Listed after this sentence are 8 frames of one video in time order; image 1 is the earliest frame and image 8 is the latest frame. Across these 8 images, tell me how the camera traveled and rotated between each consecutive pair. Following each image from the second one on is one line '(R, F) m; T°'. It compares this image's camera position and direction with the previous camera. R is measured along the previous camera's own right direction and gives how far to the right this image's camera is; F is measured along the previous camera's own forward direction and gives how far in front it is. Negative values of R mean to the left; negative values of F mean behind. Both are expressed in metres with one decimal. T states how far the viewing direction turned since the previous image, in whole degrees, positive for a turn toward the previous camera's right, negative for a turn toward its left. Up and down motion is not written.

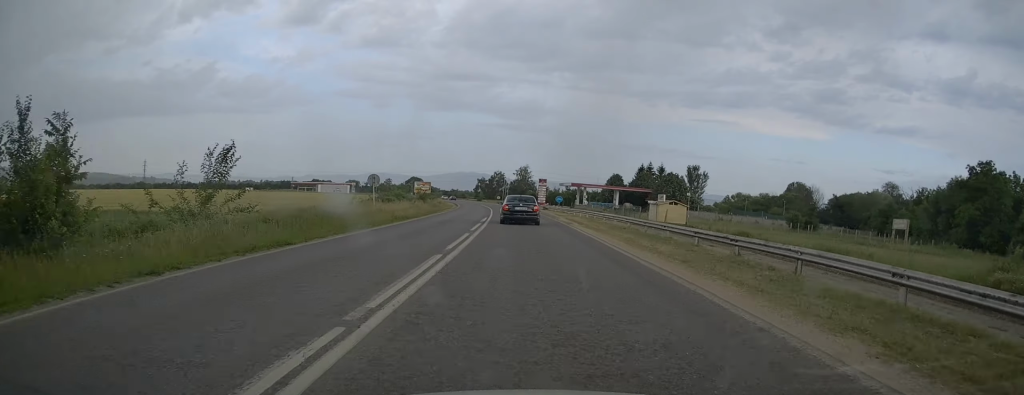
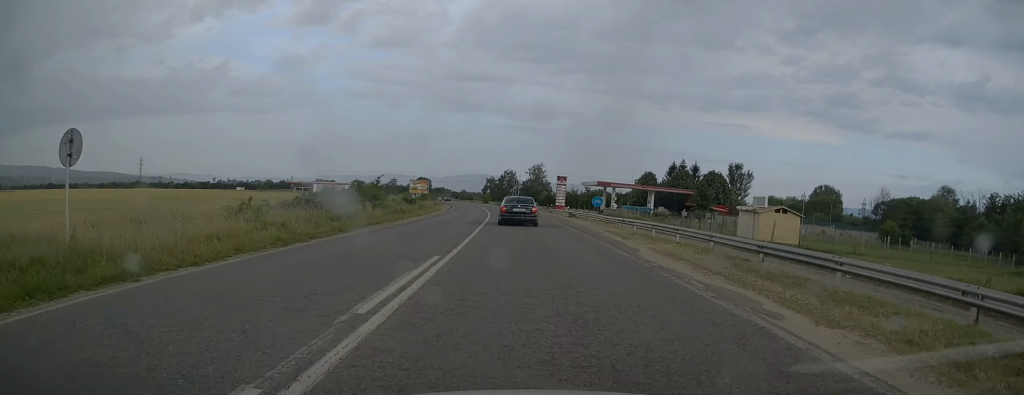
(-0.4, +24.4) m; -1°
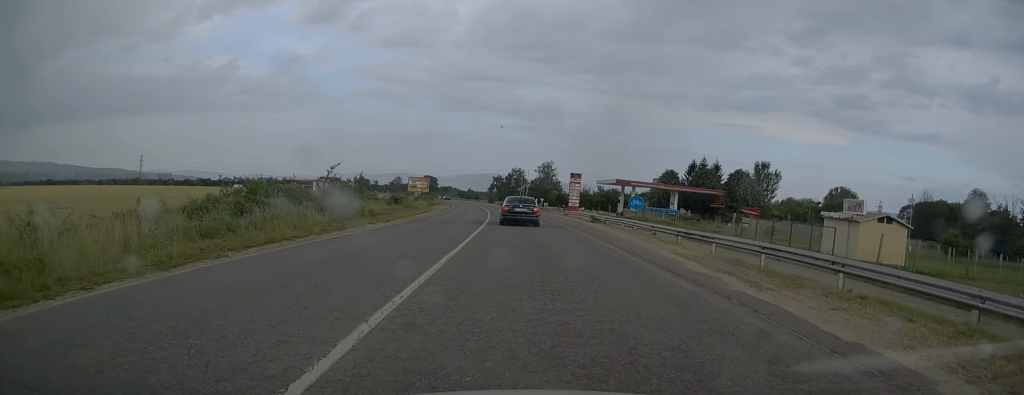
(0.0, +11.4) m; -1°
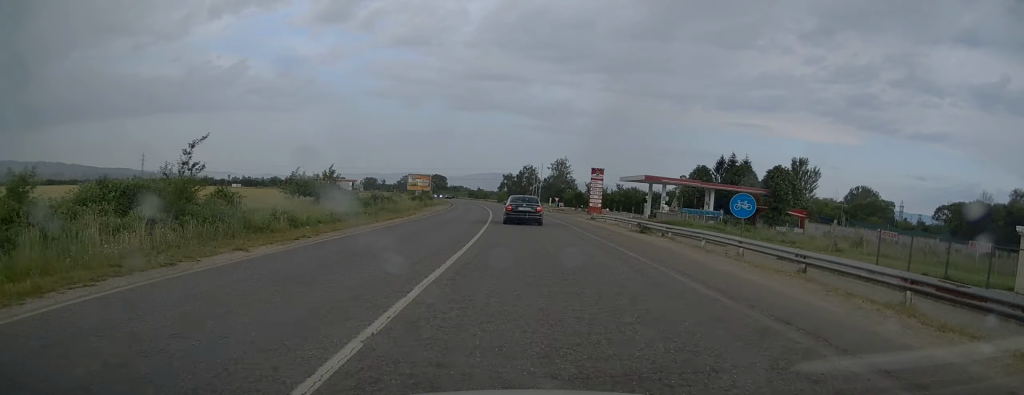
(-0.1, +13.3) m; -1°
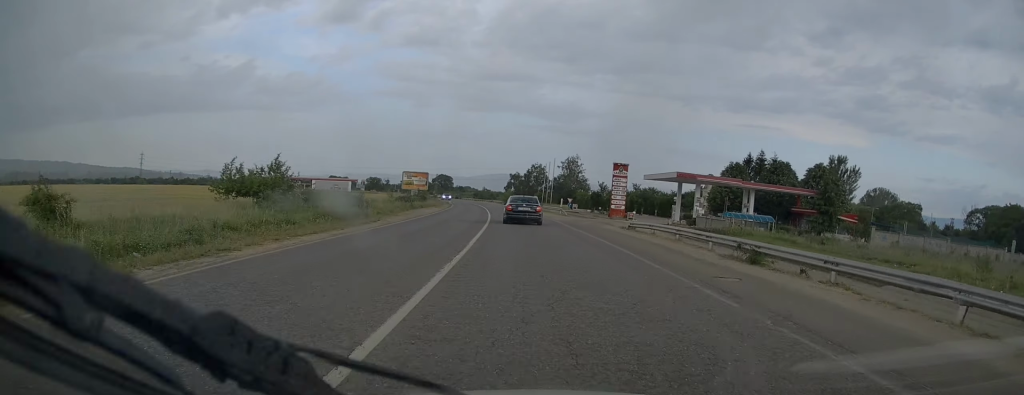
(0.0, +12.6) m; -1°
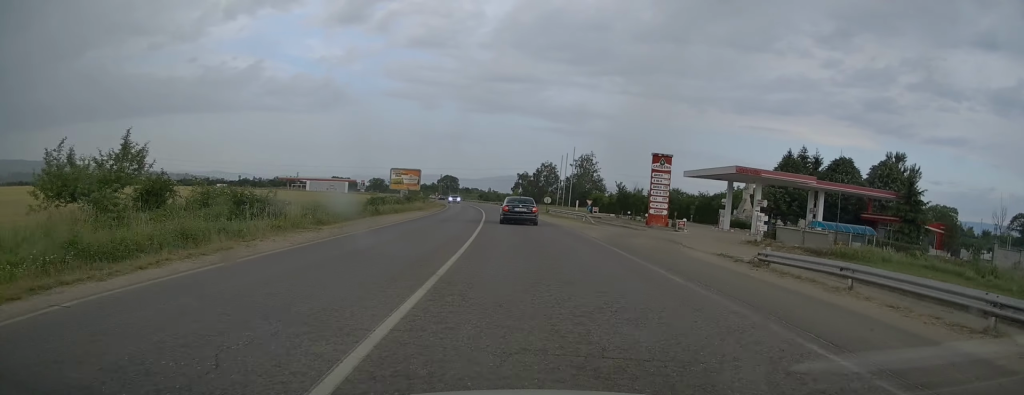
(-0.2, +16.0) m; -1°
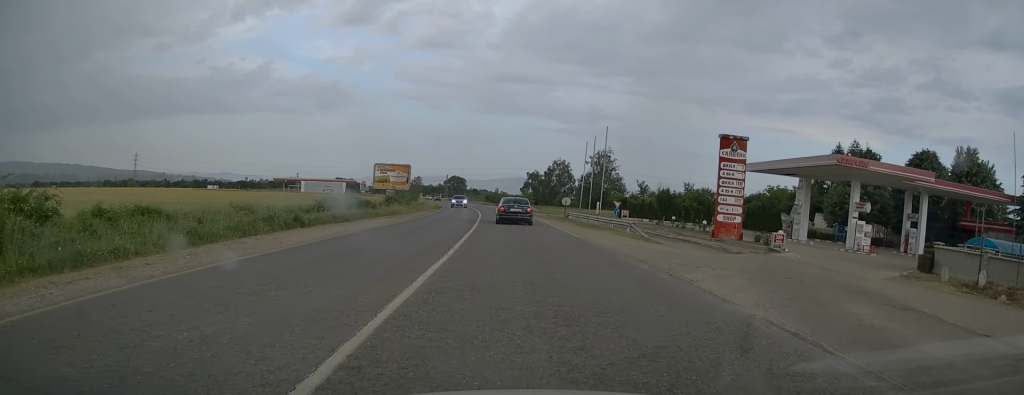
(-0.1, +15.3) m; -1°
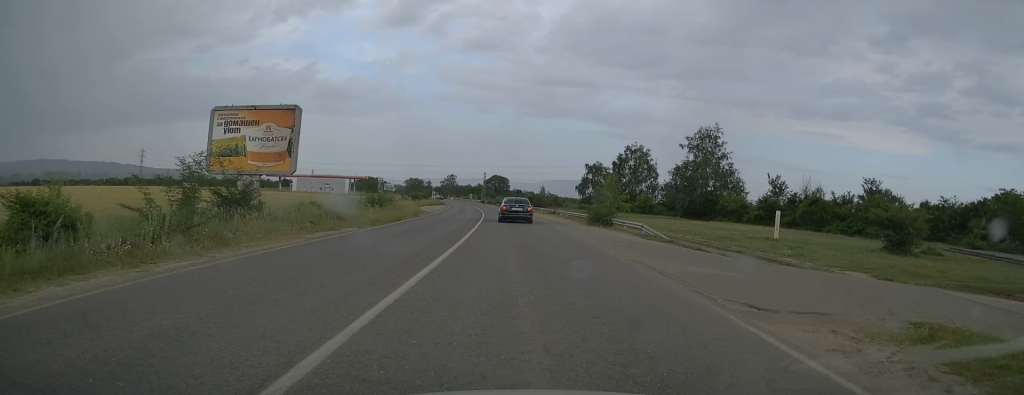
(-1.1, +48.0) m; -4°
